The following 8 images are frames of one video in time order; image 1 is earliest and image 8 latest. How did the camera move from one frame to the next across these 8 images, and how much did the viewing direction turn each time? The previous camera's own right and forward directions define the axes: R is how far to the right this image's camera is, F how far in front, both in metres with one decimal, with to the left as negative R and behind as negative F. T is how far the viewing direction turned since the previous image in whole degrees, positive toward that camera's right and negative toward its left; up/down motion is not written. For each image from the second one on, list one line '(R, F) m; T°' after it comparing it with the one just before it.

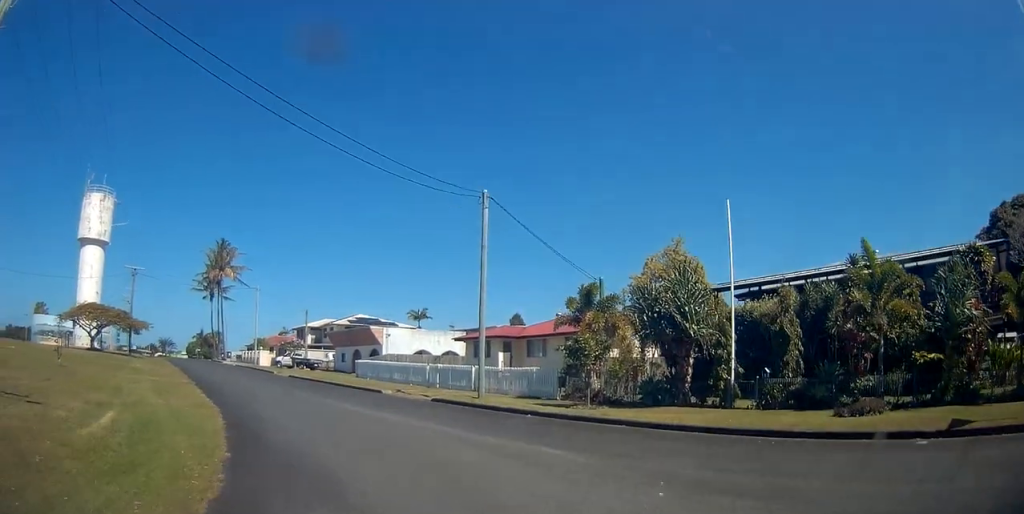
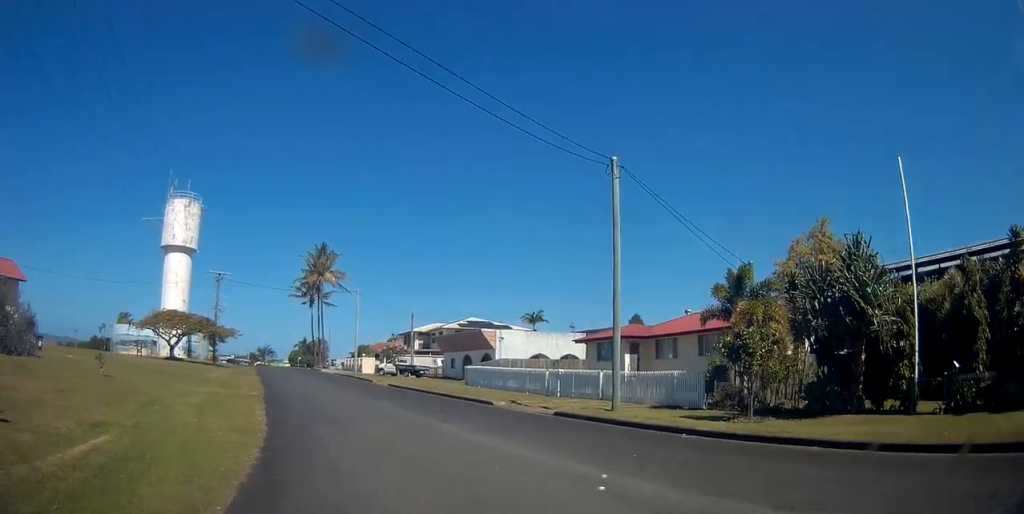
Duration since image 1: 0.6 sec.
(-0.9, +4.0) m; -12°
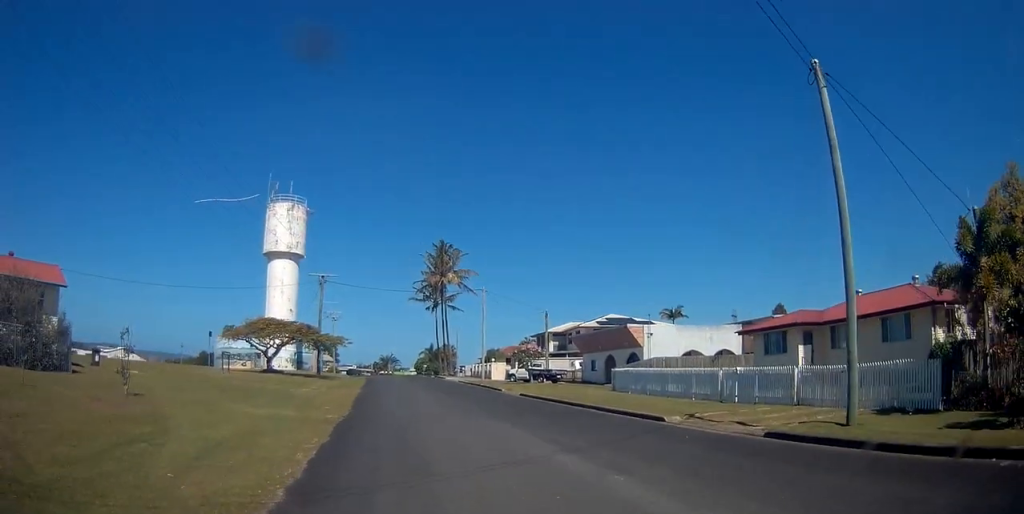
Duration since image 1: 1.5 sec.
(-0.9, +6.2) m; -10°
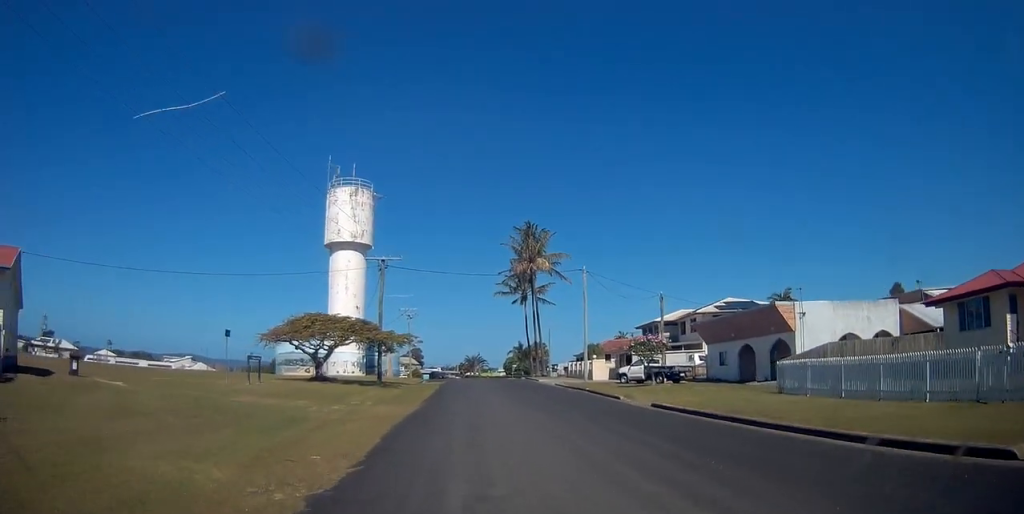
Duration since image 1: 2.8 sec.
(-0.4, +10.5) m; -5°
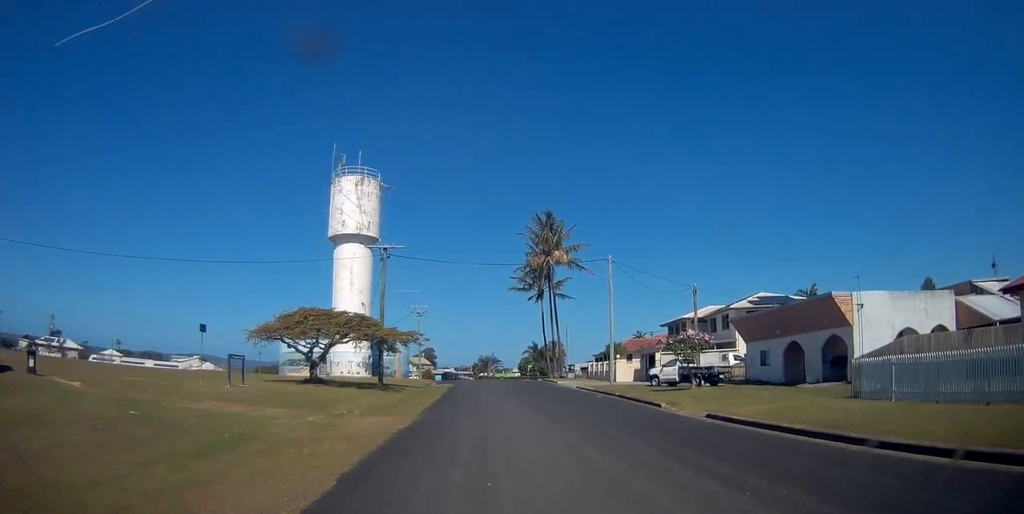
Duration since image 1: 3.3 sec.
(-0.1, +4.6) m; -2°
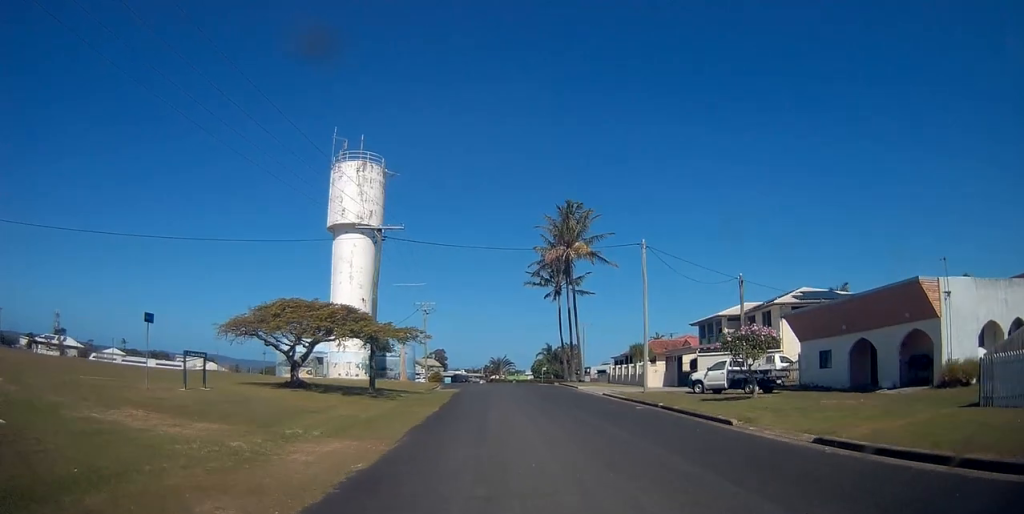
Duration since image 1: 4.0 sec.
(-0.3, +6.0) m; -2°
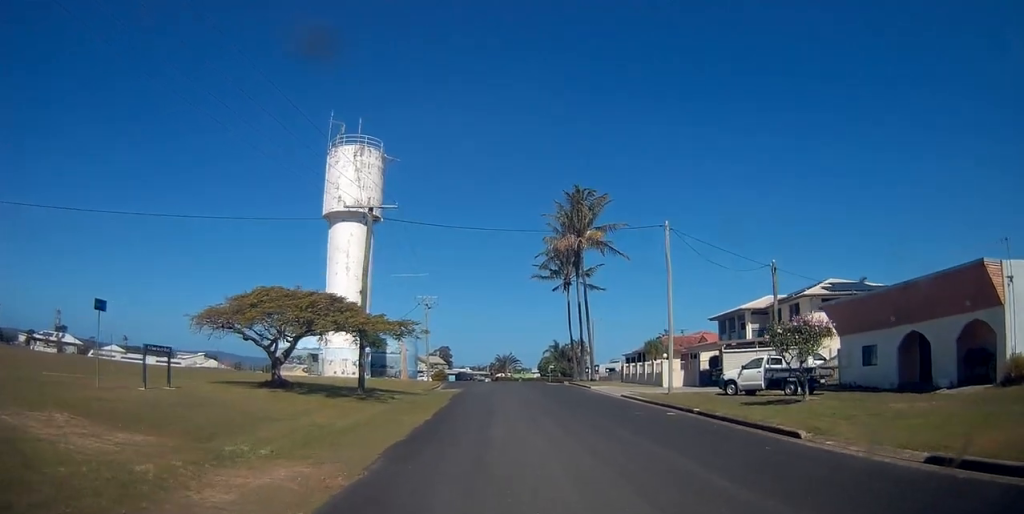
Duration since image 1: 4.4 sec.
(0.0, +3.8) m; 0°
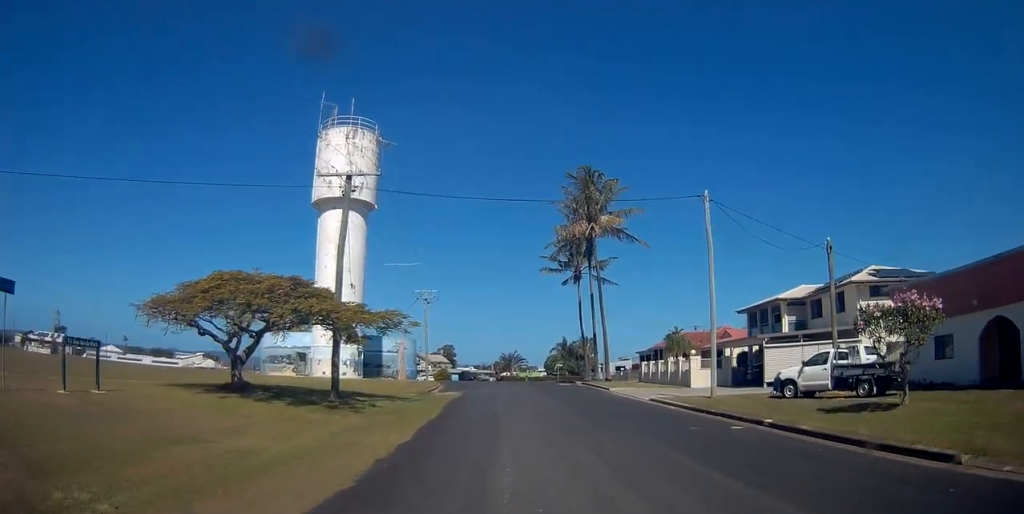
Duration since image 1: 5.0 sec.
(0.0, +5.3) m; +1°
